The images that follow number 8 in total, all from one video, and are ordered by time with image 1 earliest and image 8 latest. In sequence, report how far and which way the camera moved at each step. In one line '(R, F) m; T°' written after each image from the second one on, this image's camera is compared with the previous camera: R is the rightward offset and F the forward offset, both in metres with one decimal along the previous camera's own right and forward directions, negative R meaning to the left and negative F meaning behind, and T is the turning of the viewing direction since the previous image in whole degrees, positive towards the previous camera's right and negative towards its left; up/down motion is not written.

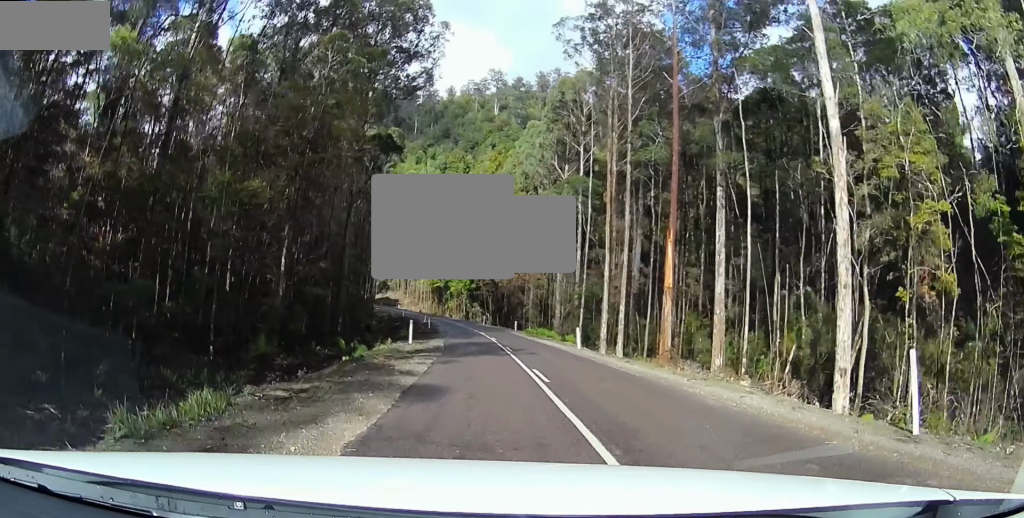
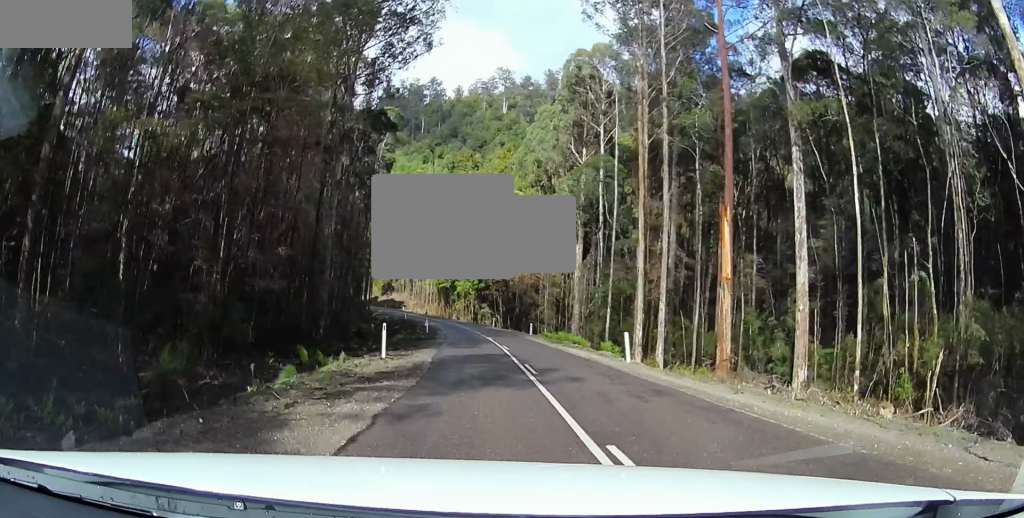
(-0.4, +9.6) m; -1°
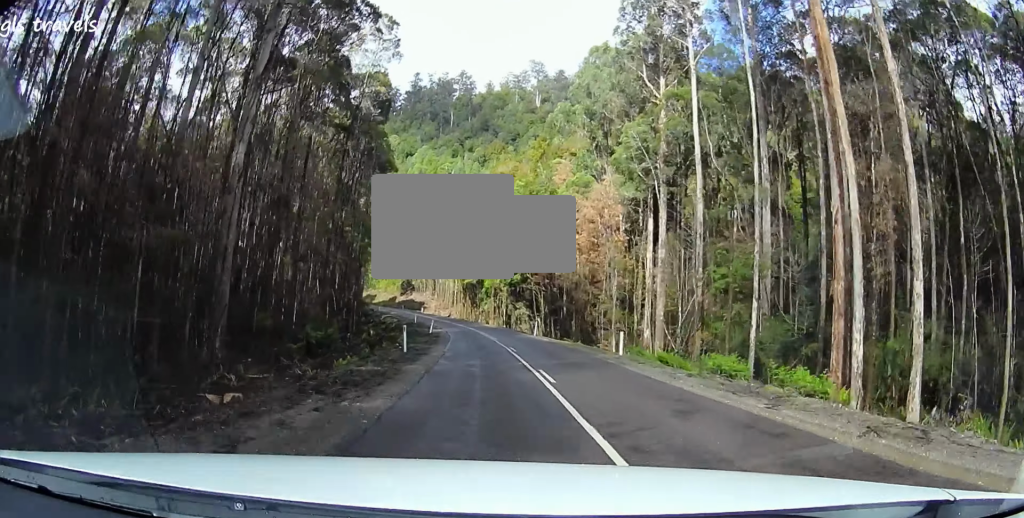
(0.0, +25.5) m; 0°
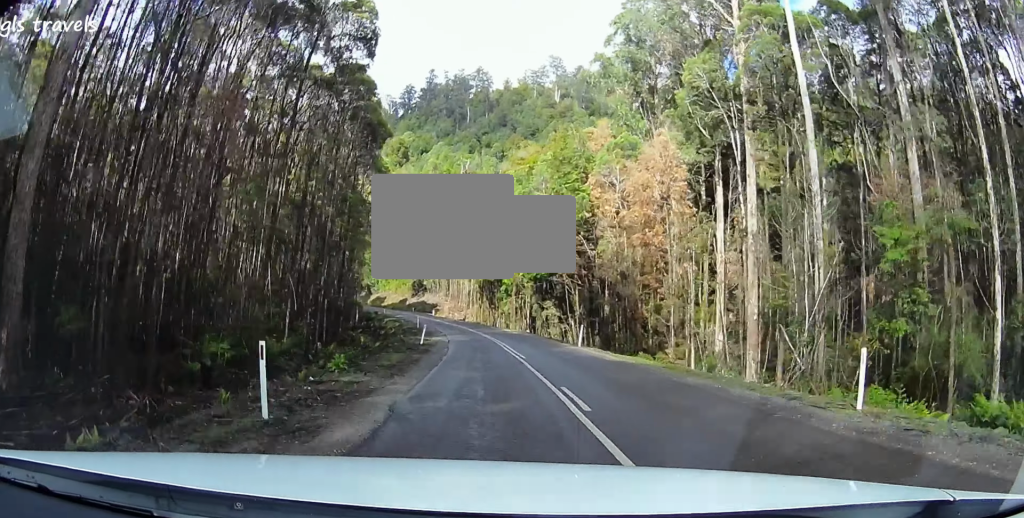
(0.0, +15.9) m; -4°
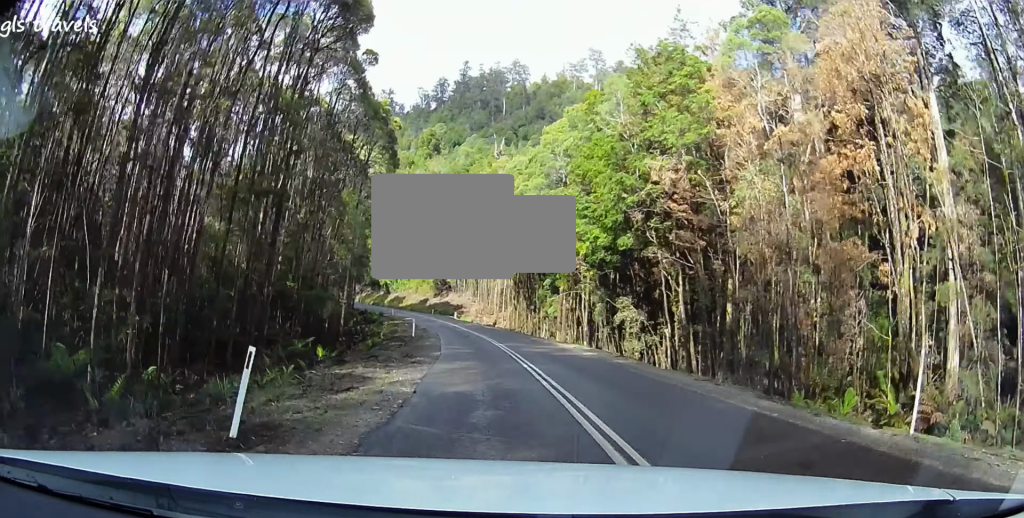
(-1.7, +24.7) m; -6°
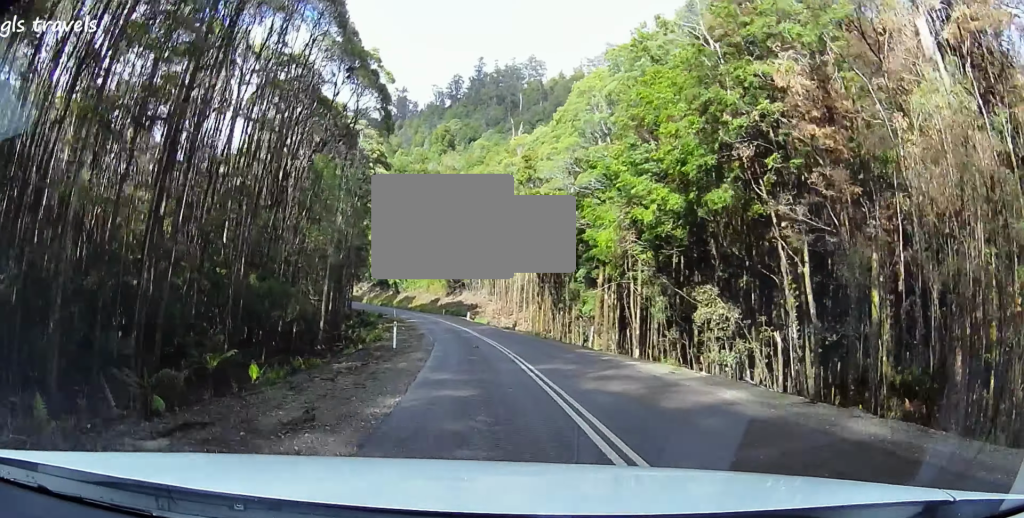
(-0.3, +13.4) m; -2°
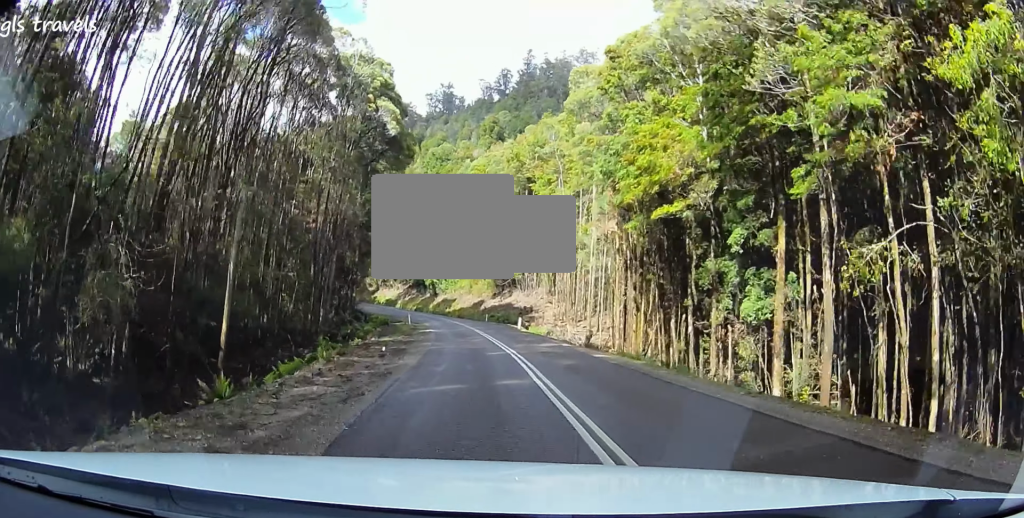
(-0.5, +25.7) m; -4°
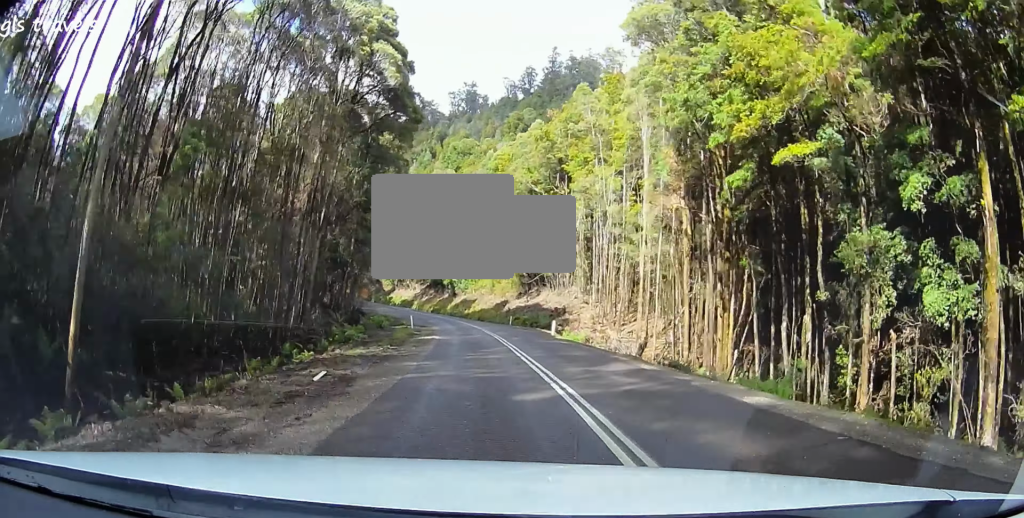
(0.0, +11.6) m; -3°
